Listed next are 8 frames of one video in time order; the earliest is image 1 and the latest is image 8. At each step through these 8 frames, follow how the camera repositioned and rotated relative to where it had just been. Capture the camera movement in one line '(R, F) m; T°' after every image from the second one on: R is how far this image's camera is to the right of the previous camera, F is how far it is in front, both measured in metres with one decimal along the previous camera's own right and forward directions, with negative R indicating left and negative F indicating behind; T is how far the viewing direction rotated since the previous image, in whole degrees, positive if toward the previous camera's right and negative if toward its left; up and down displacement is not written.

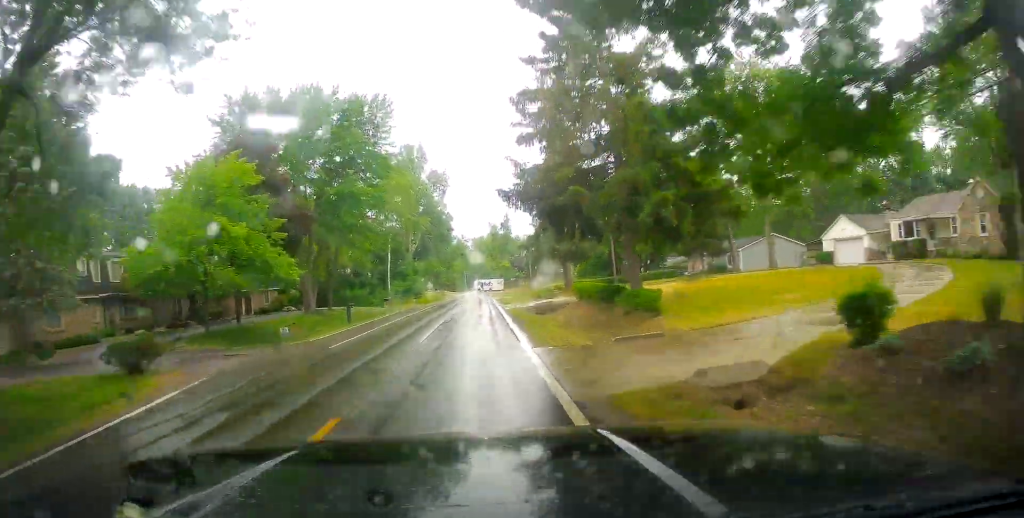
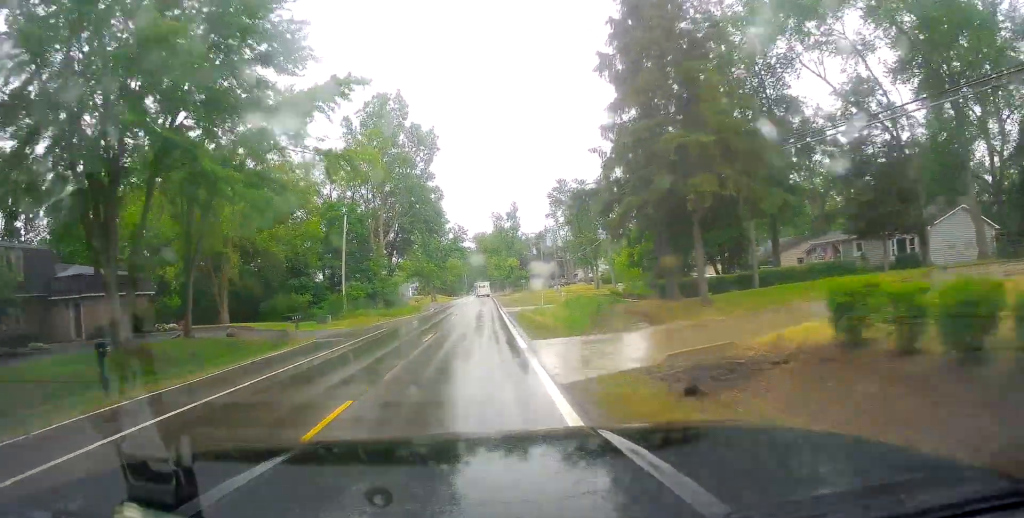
(+0.3, +30.4) m; +2°
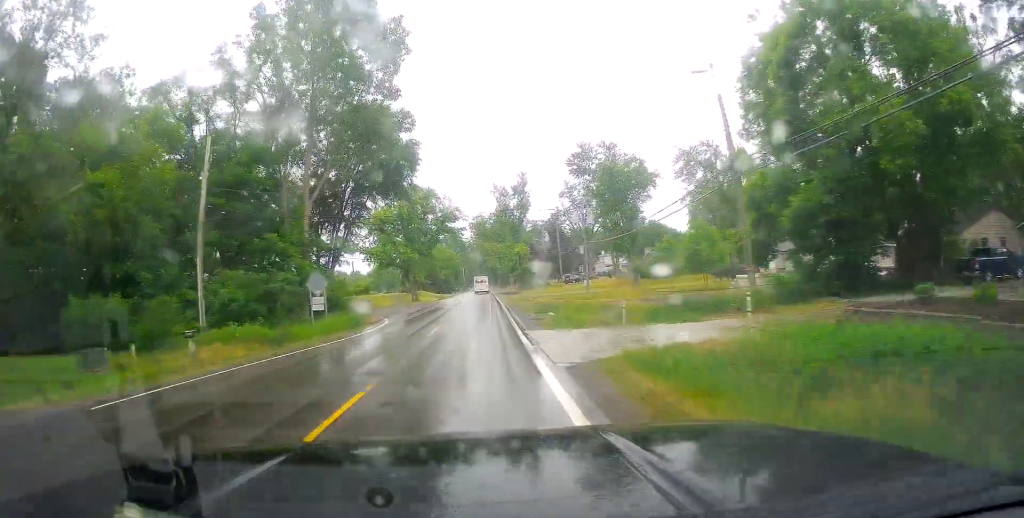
(-0.1, +31.0) m; -2°
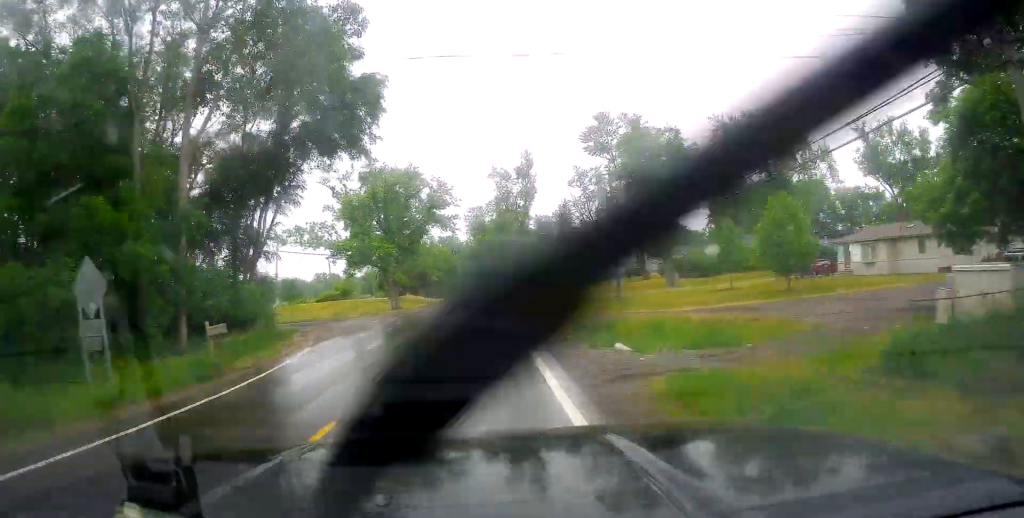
(-0.4, +17.9) m; +1°
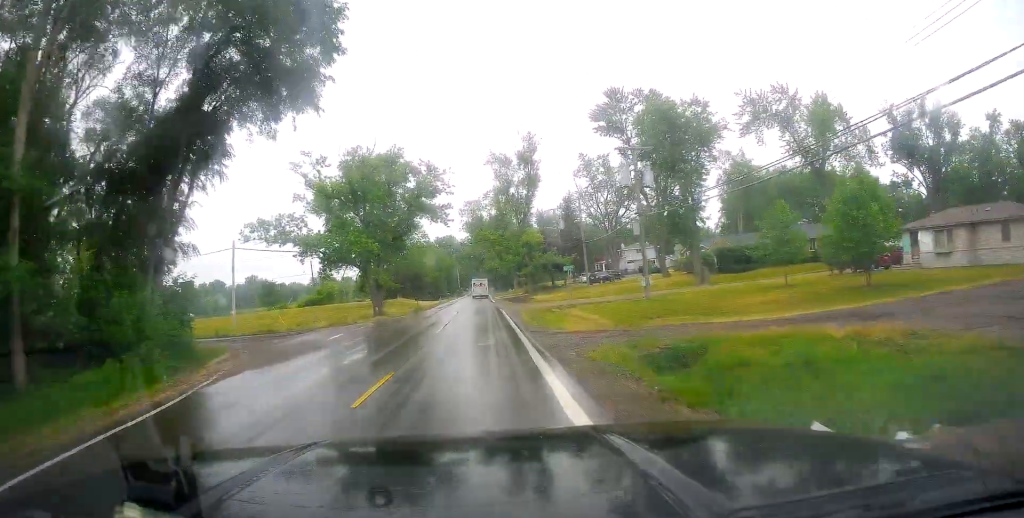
(+0.4, +10.4) m; 0°
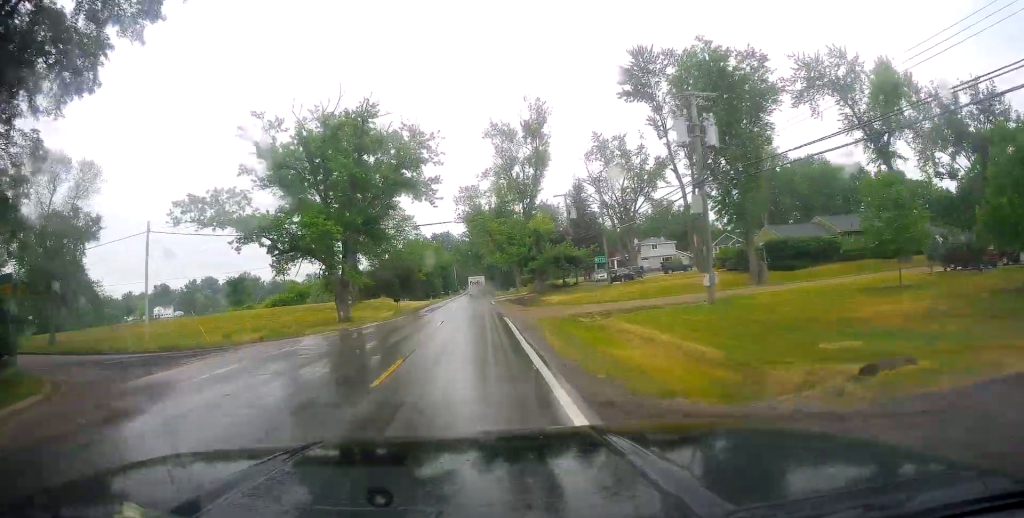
(+0.2, +13.6) m; 0°
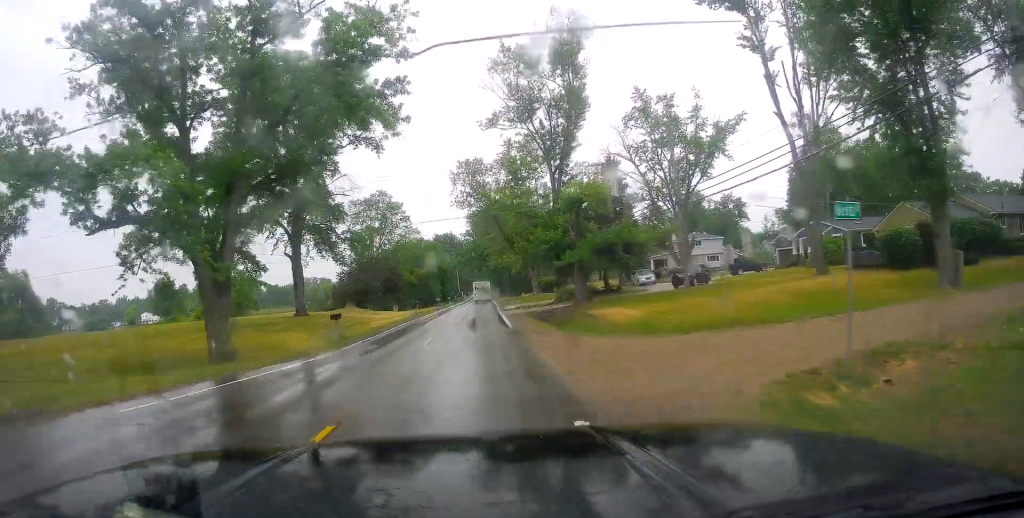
(-0.3, +22.5) m; 0°
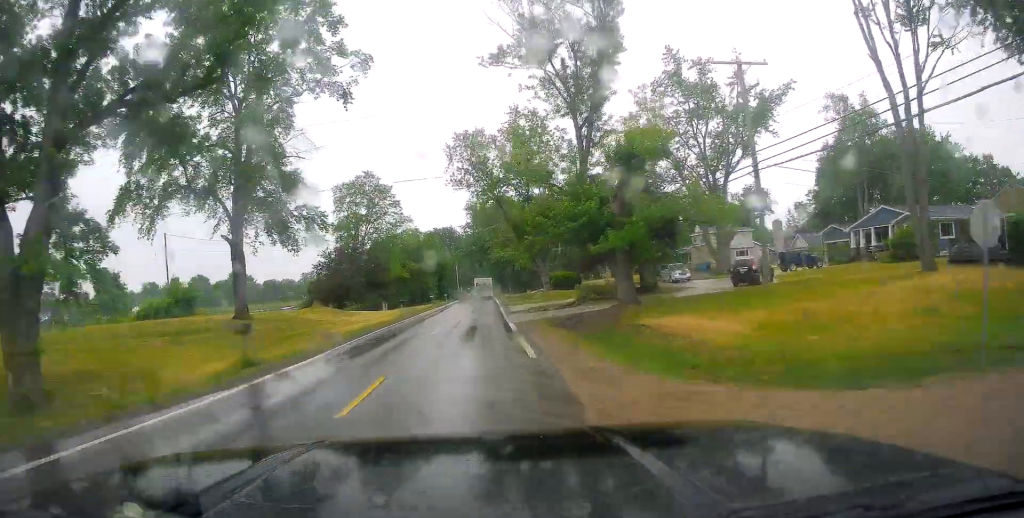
(+0.4, +11.5) m; +1°
